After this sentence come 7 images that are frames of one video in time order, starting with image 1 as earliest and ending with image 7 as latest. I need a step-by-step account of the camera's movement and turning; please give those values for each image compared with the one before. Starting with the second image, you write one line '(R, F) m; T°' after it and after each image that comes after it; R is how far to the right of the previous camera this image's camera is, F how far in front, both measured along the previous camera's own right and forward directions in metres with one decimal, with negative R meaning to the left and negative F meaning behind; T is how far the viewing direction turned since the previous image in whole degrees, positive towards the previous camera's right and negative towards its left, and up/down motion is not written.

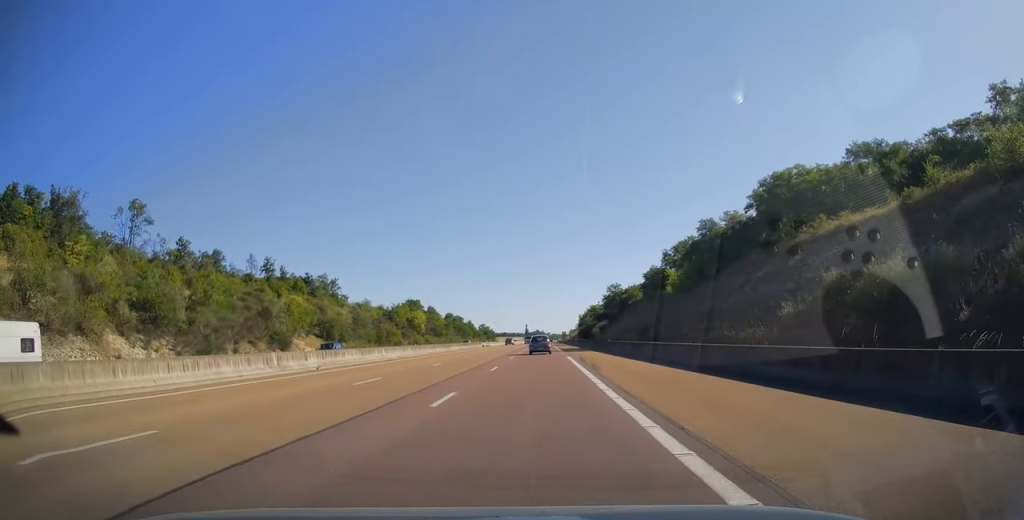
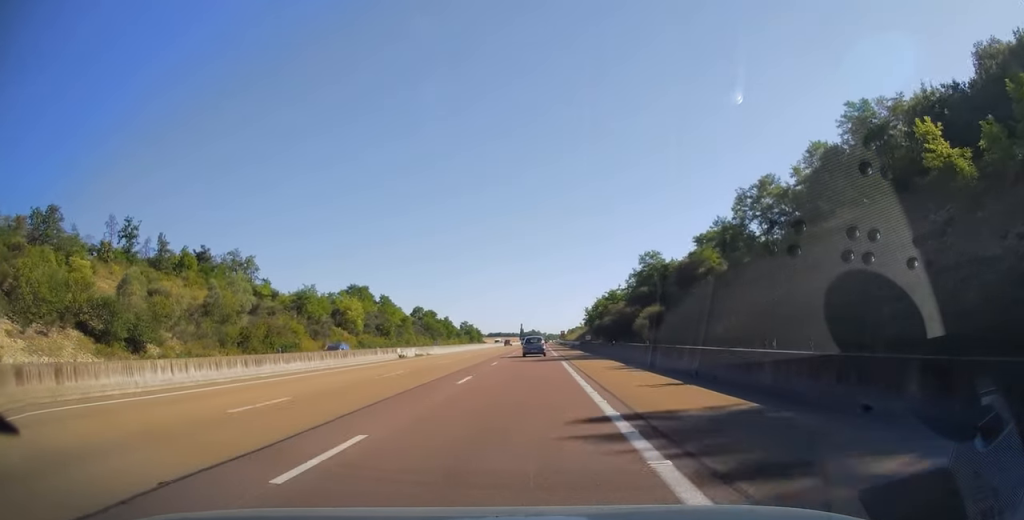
(+0.4, +58.0) m; +1°
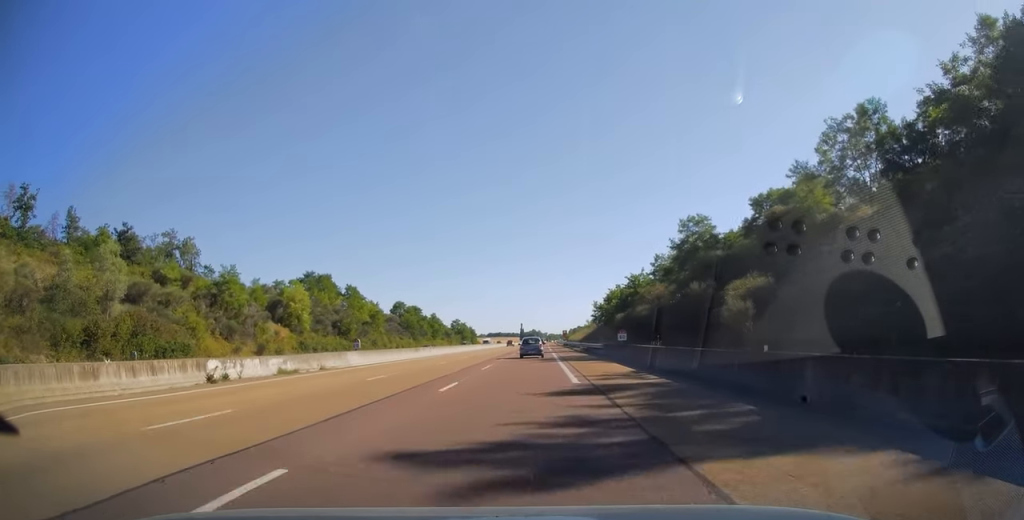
(+0.1, +28.4) m; 0°
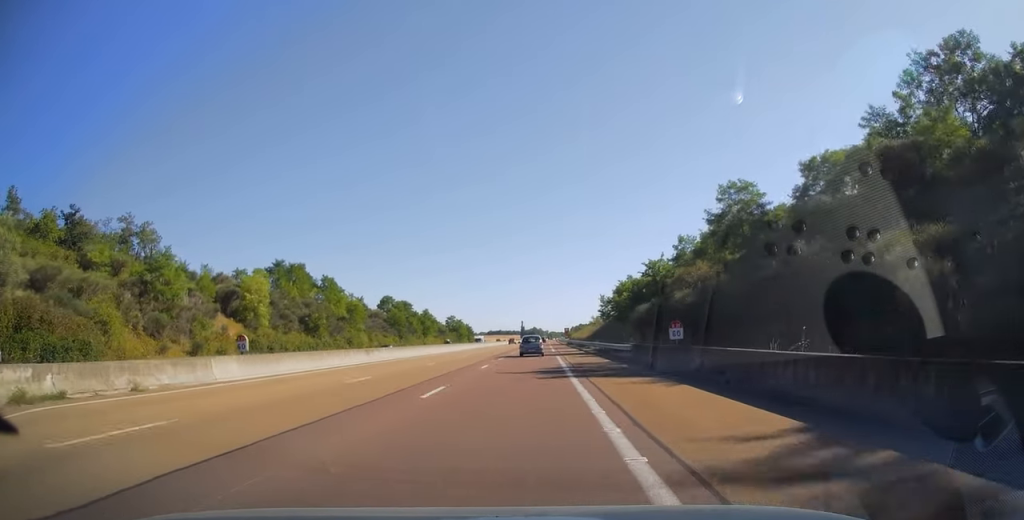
(-0.1, +15.2) m; 0°
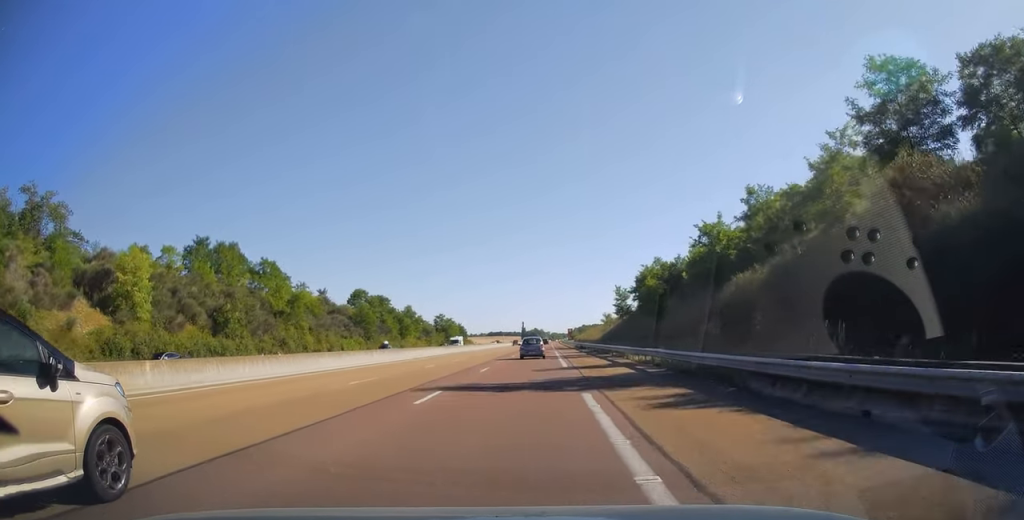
(-0.1, +26.8) m; 0°
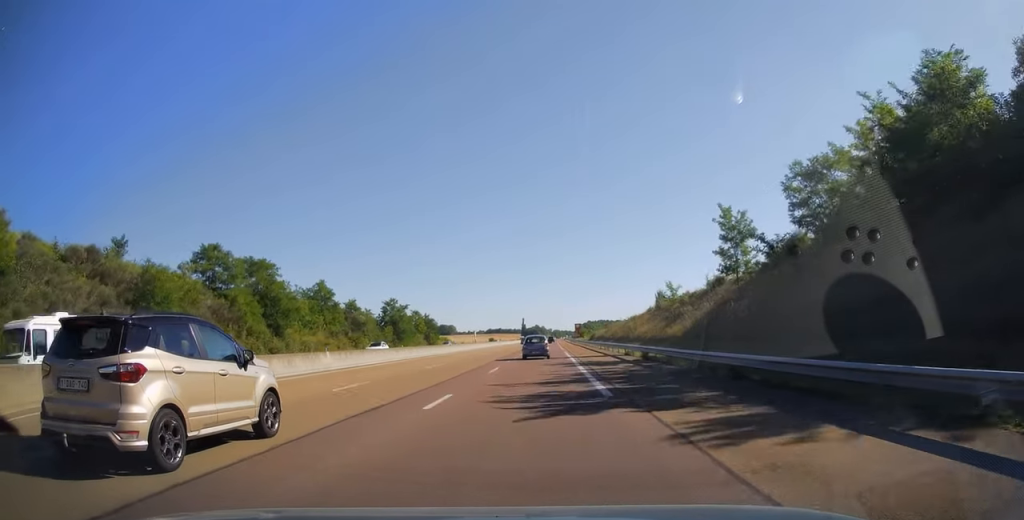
(-0.1, +65.8) m; 0°
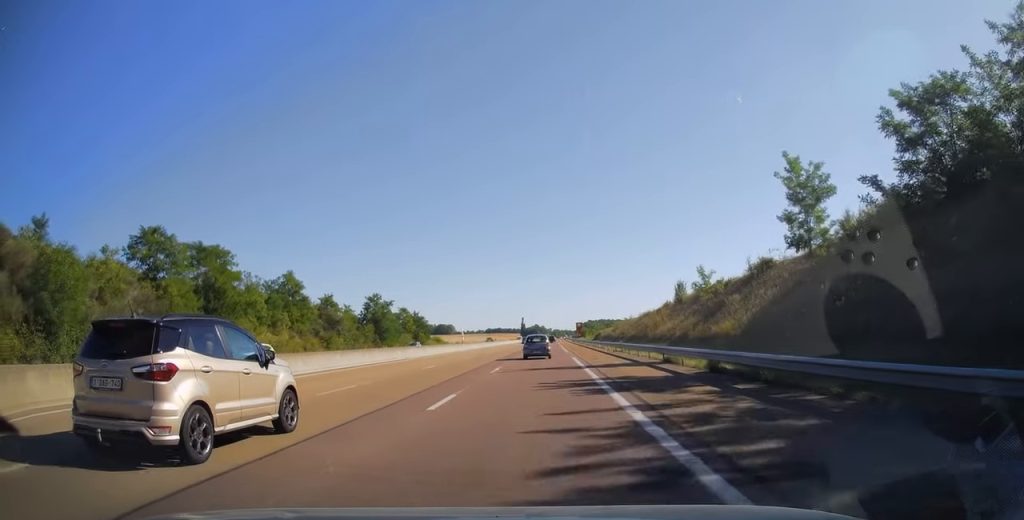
(0.0, +13.2) m; 0°
